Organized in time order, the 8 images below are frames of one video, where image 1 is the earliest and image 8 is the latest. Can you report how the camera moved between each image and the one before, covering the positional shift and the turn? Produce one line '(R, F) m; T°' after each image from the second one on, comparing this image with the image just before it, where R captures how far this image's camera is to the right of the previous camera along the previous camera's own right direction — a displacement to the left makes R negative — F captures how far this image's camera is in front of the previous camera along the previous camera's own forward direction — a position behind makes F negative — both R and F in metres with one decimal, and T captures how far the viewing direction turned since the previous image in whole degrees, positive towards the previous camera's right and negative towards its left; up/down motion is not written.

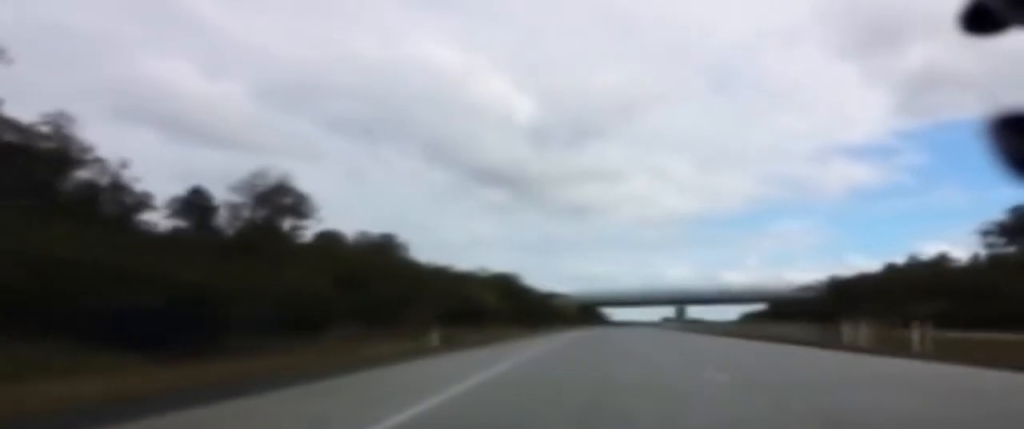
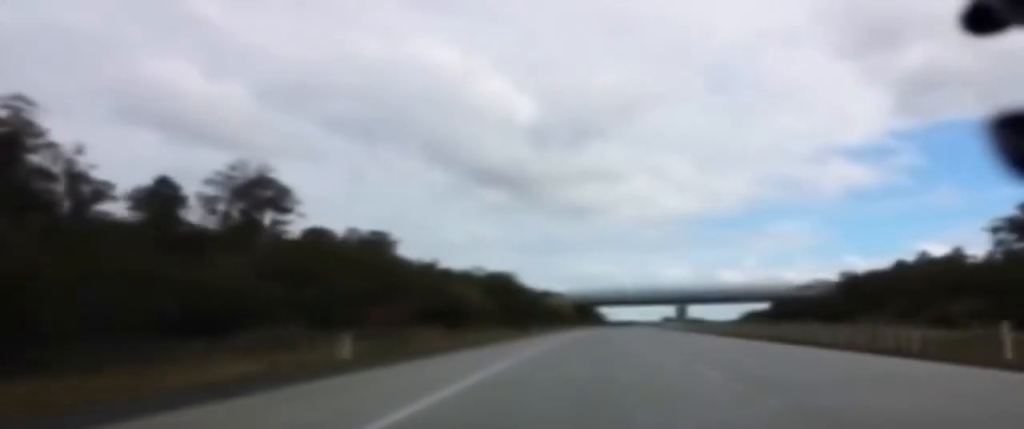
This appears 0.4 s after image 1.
(+0.1, +12.1) m; 0°
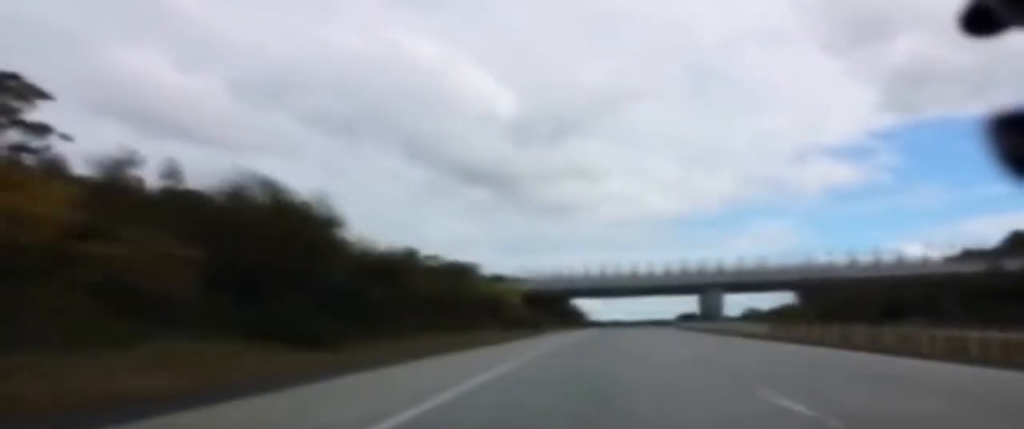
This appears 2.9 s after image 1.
(0.0, +76.7) m; 0°
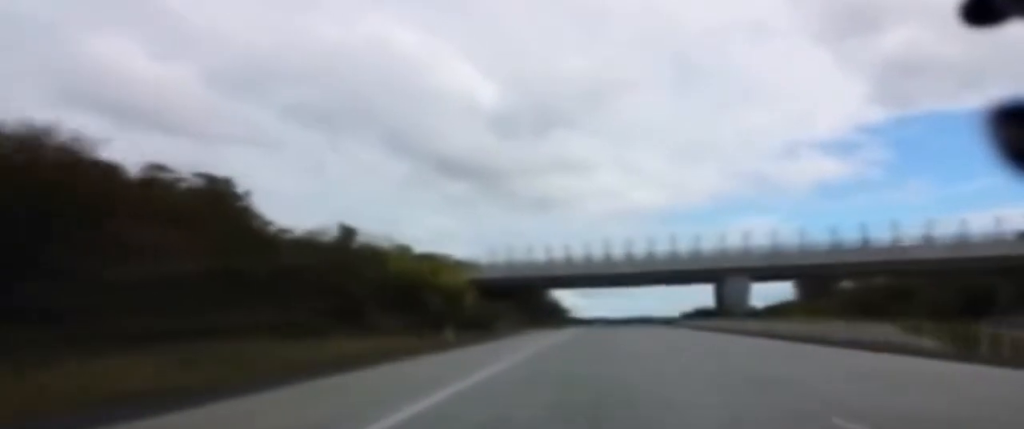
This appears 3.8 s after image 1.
(+0.2, +27.2) m; +1°
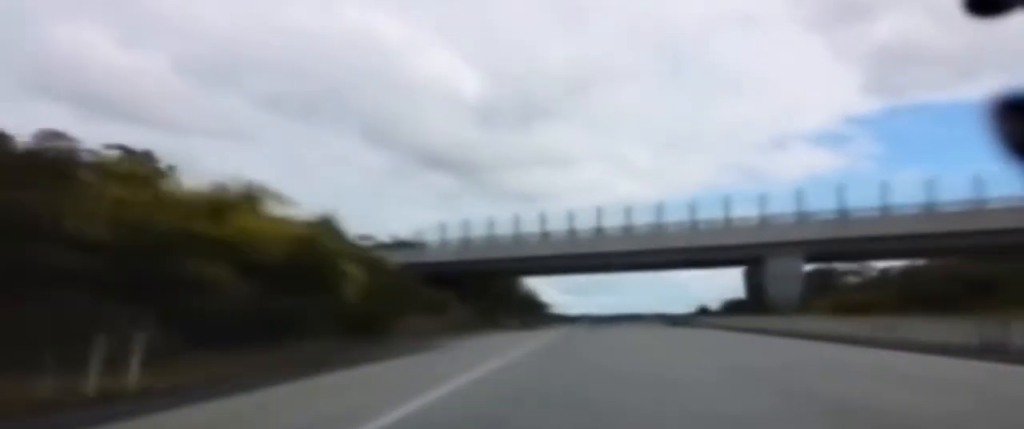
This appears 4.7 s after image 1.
(+0.2, +25.3) m; +1°
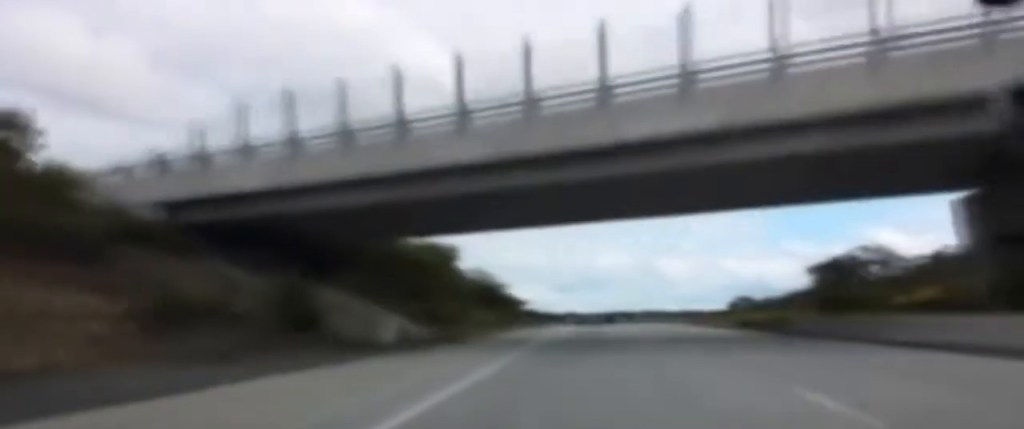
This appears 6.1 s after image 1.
(+0.8, +43.6) m; +1°
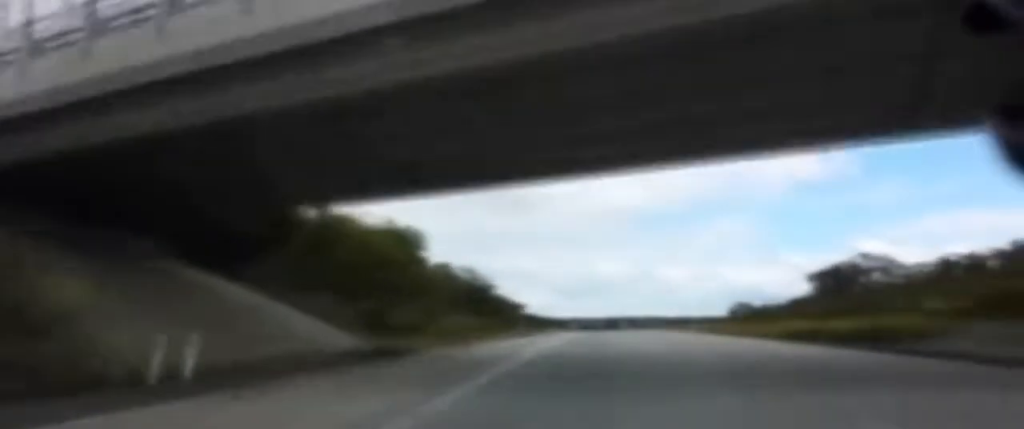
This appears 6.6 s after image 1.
(-0.1, +15.2) m; -1°
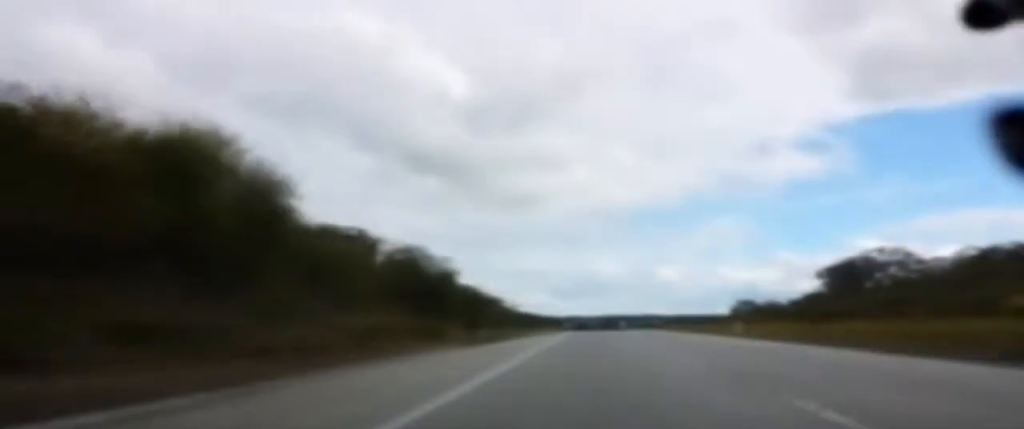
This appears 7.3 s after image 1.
(-0.1, +21.2) m; 0°
